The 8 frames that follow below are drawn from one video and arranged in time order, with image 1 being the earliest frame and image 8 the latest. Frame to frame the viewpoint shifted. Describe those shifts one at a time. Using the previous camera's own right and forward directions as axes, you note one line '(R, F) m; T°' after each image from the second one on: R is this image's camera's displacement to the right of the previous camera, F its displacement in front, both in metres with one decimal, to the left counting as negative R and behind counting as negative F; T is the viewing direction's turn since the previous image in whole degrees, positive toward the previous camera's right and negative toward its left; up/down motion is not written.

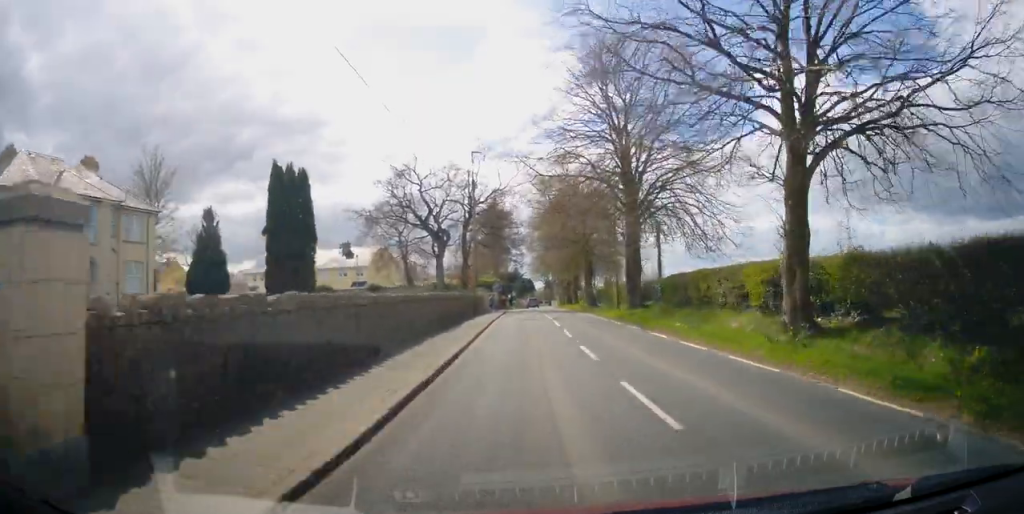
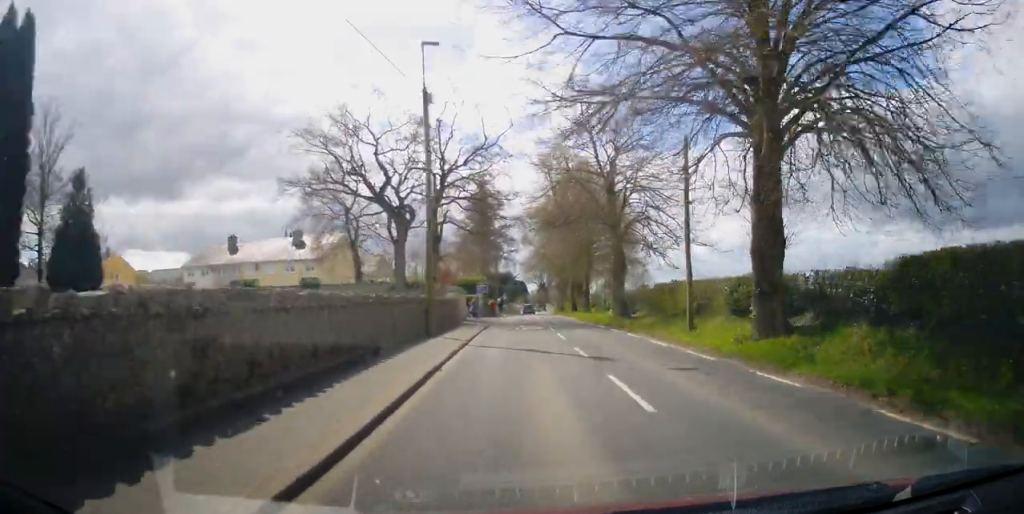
(0.0, +17.0) m; 0°
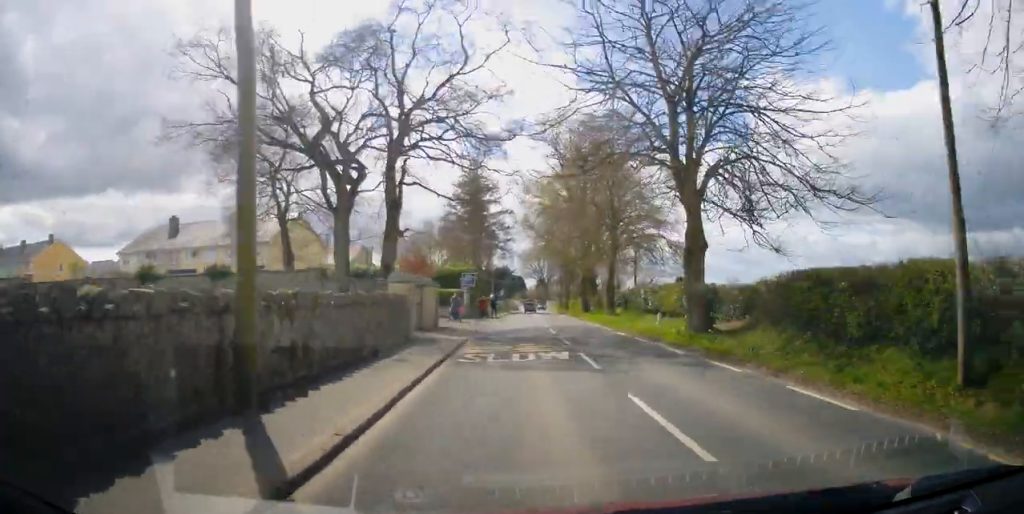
(0.0, +13.7) m; 0°
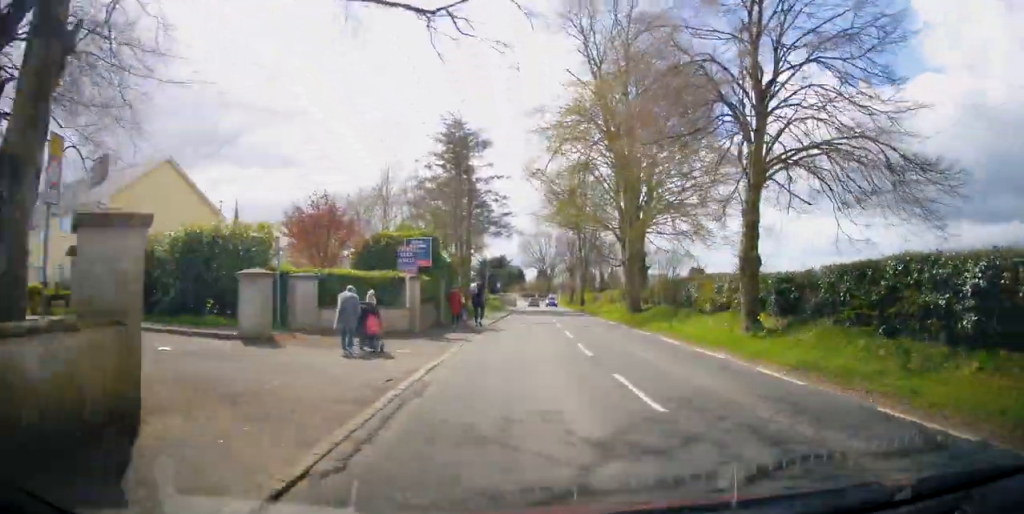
(+0.2, +22.1) m; +1°
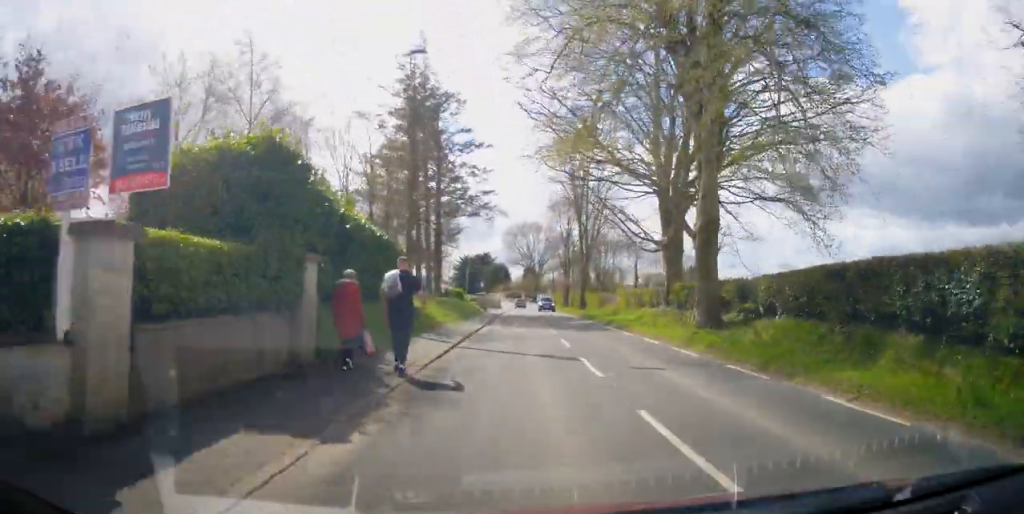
(0.0, +14.9) m; 0°
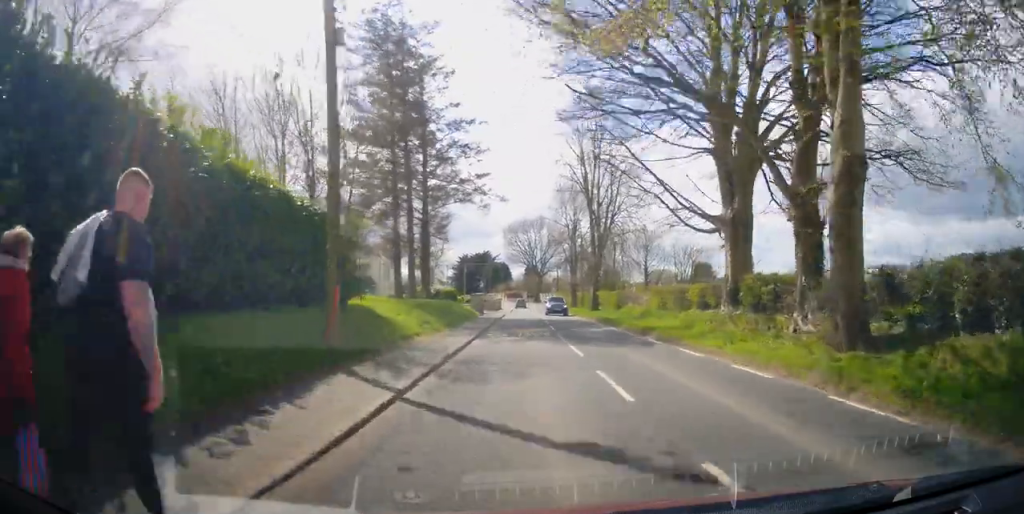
(0.0, +8.0) m; 0°
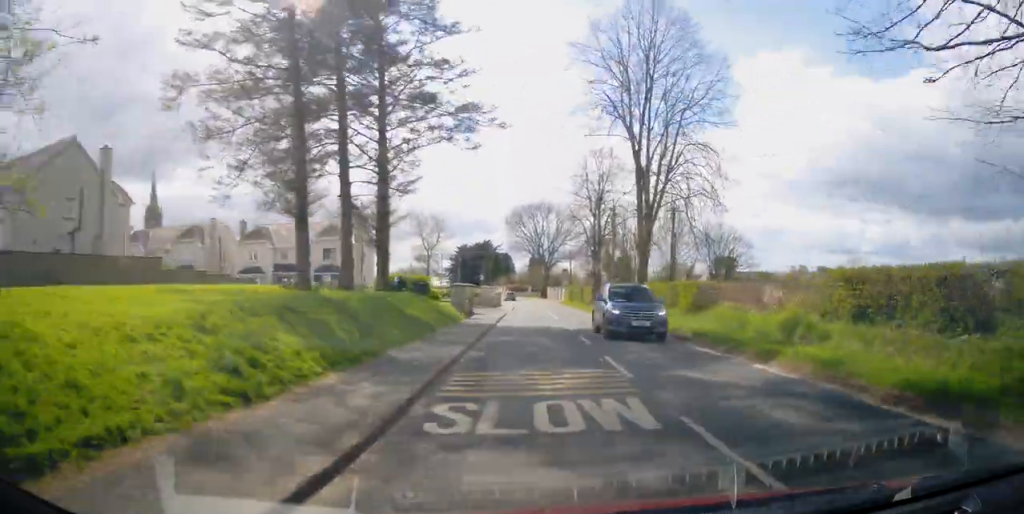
(0.0, +16.2) m; 0°
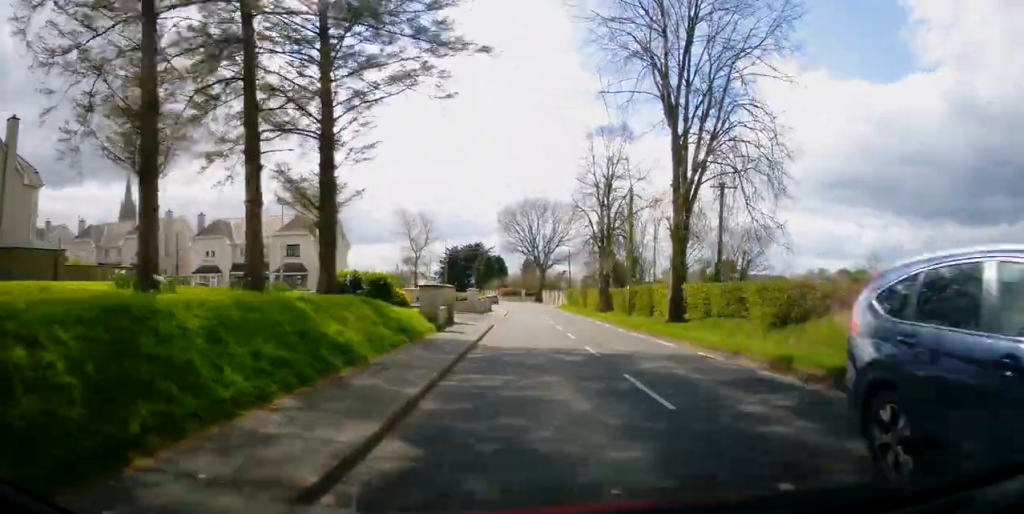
(-0.1, +8.2) m; +1°
